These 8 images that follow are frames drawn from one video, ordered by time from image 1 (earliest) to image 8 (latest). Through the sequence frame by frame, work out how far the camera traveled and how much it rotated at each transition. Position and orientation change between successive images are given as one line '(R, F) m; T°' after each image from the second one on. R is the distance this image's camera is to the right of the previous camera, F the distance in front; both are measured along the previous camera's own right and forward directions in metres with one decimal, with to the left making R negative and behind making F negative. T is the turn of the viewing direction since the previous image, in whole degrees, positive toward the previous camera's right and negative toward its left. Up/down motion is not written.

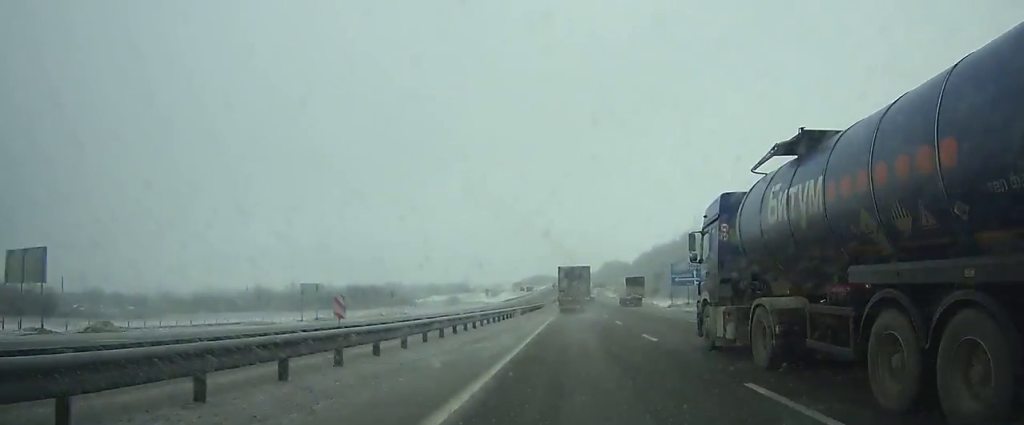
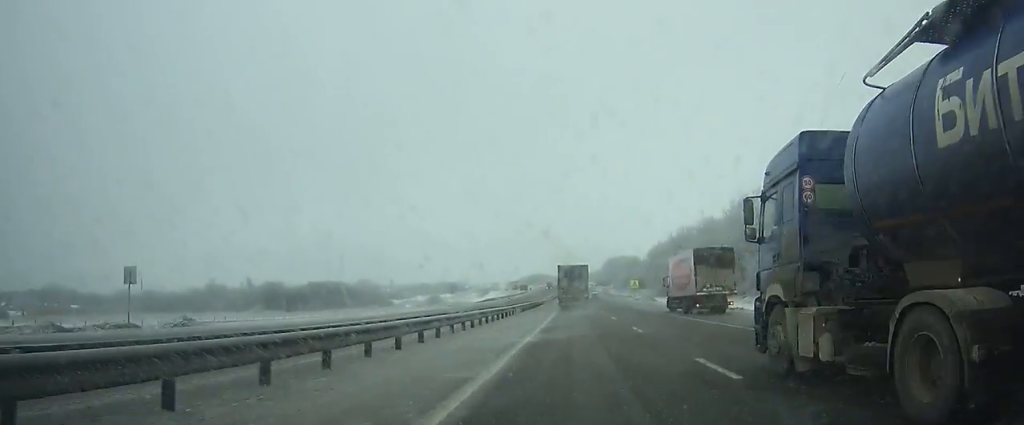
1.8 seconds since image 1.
(+0.1, +44.7) m; 0°
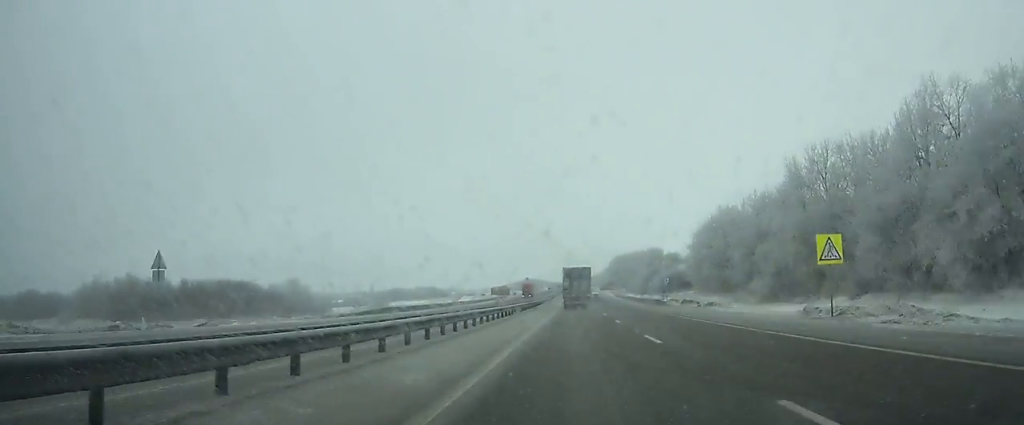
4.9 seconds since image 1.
(0.0, +77.9) m; 0°
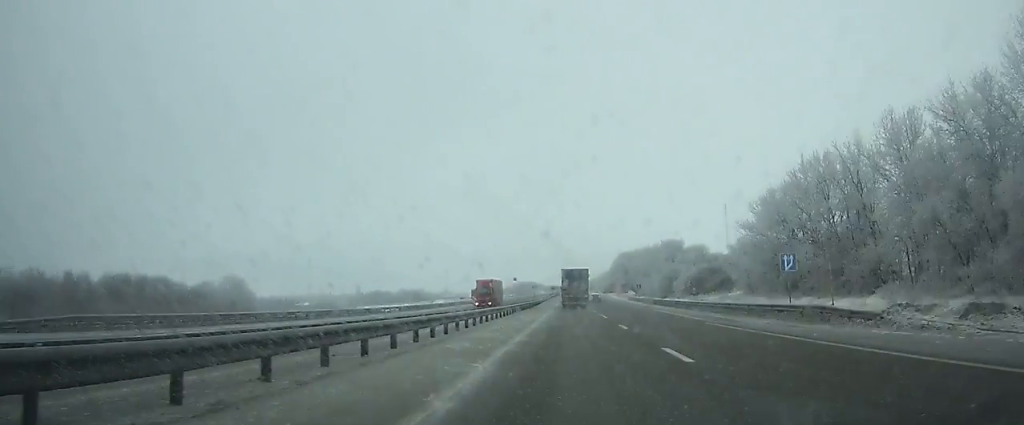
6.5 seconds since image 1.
(0.0, +41.4) m; 0°
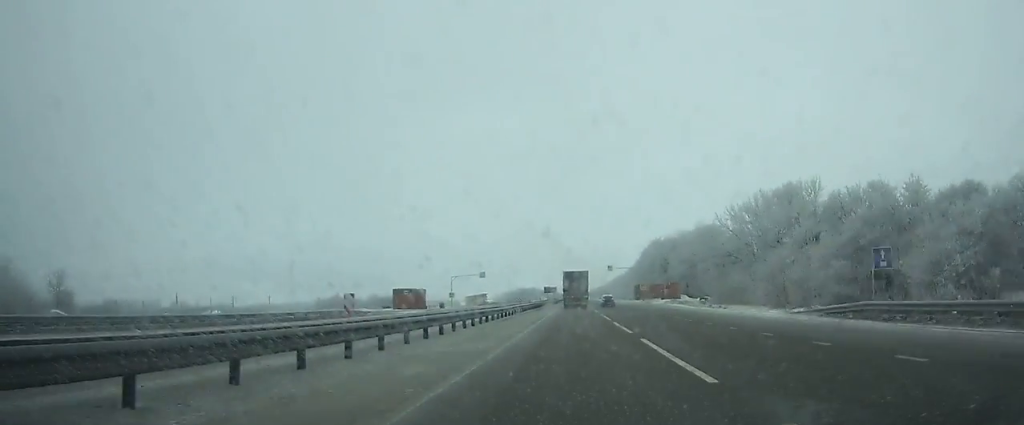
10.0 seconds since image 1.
(-0.4, +93.1) m; 0°
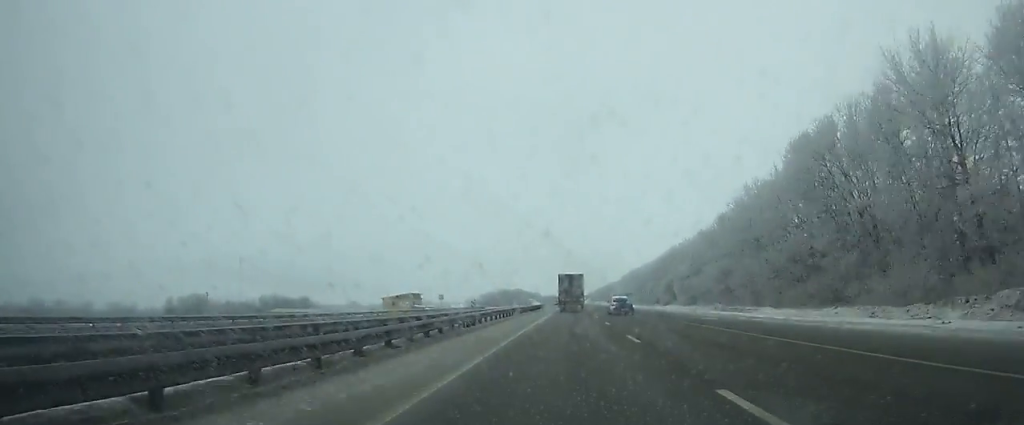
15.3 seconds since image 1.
(0.0, +147.4) m; 0°
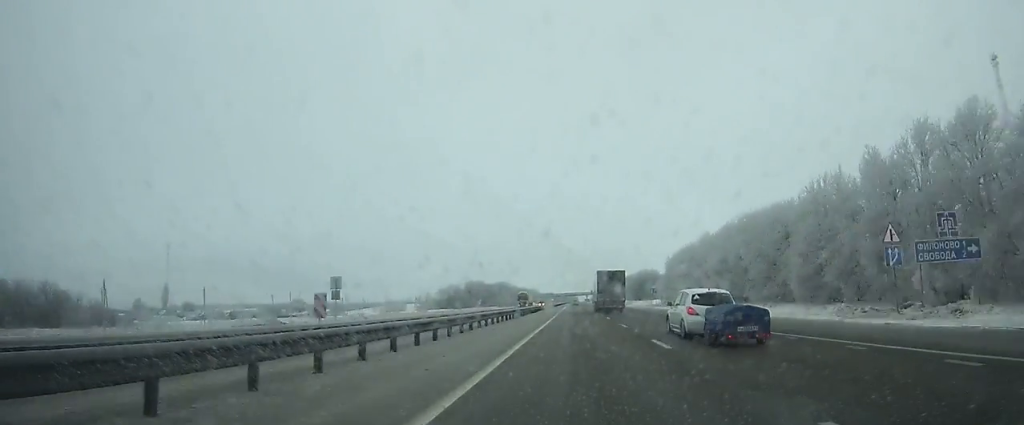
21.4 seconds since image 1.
(-0.3, +166.2) m; 0°
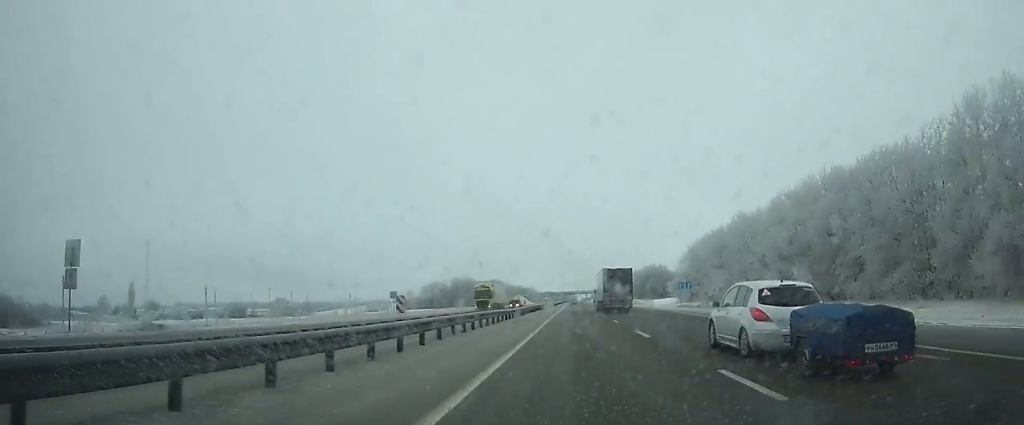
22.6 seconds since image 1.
(-0.1, +32.3) m; 0°
